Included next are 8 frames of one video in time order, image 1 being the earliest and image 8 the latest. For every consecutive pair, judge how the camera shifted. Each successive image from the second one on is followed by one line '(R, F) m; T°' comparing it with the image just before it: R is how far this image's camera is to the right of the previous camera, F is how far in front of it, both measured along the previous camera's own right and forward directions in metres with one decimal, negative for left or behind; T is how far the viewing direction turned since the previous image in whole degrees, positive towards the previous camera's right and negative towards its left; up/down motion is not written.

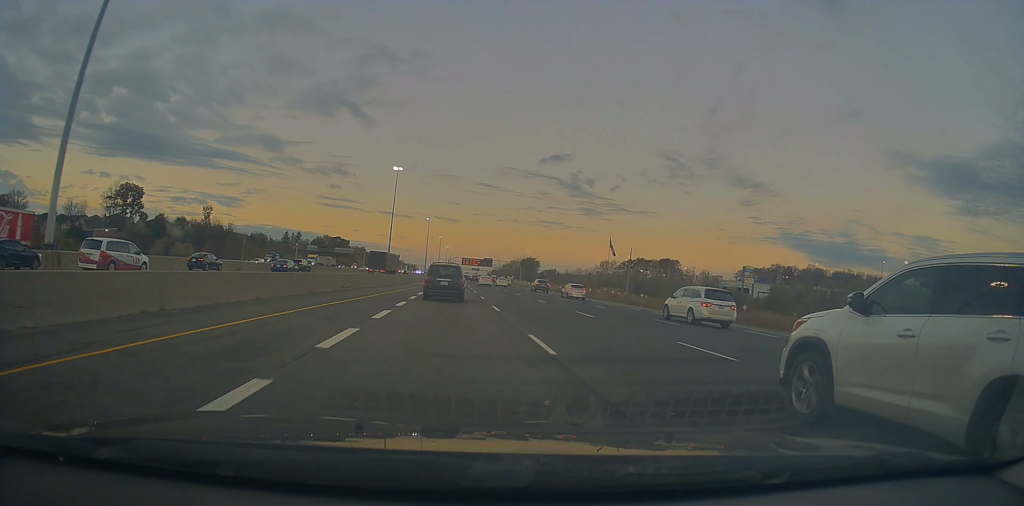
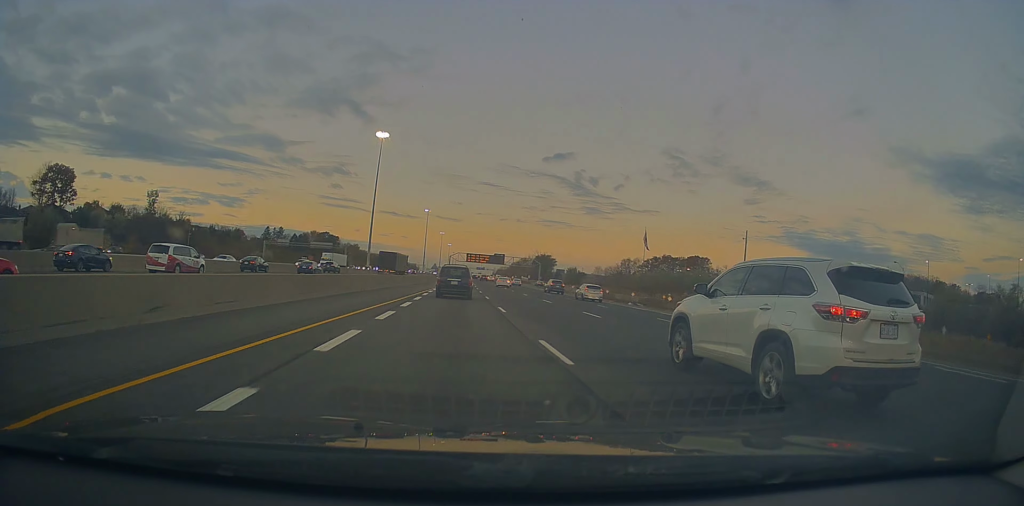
(-0.2, +47.9) m; -1°
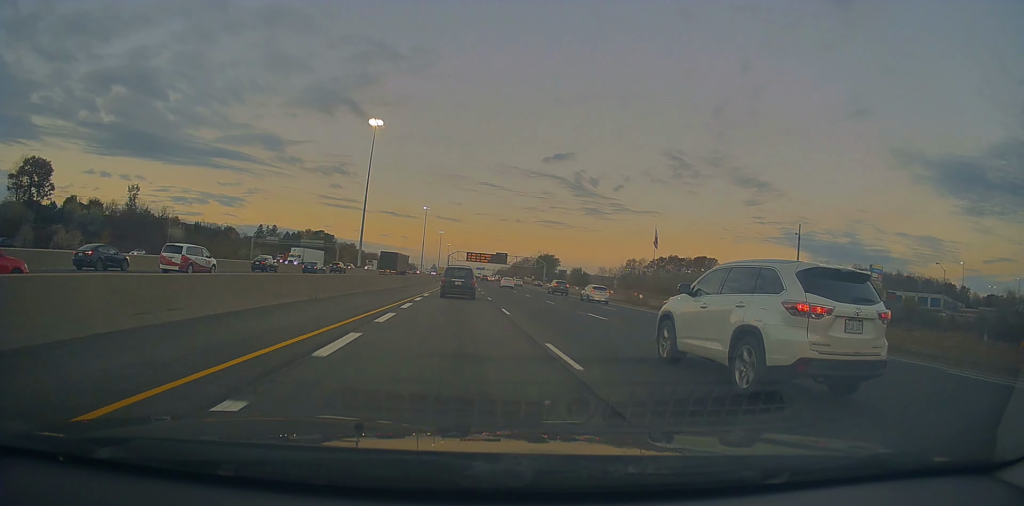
(-0.2, +12.6) m; 0°
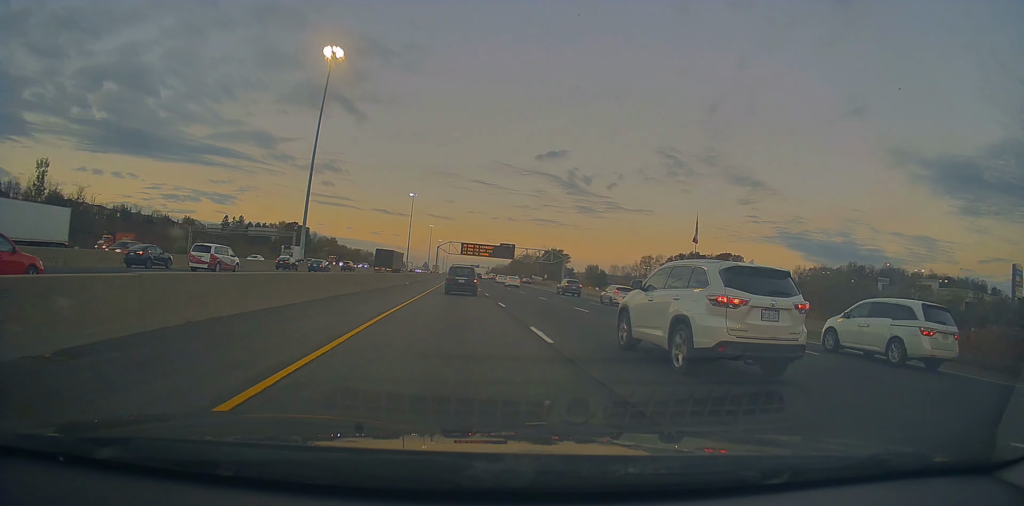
(+0.1, +44.7) m; 0°
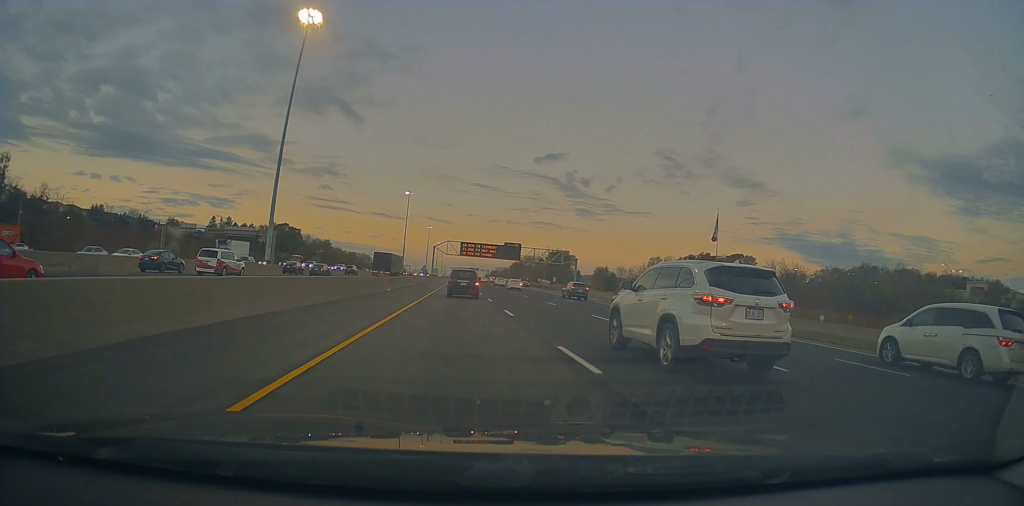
(-0.5, +15.7) m; +1°
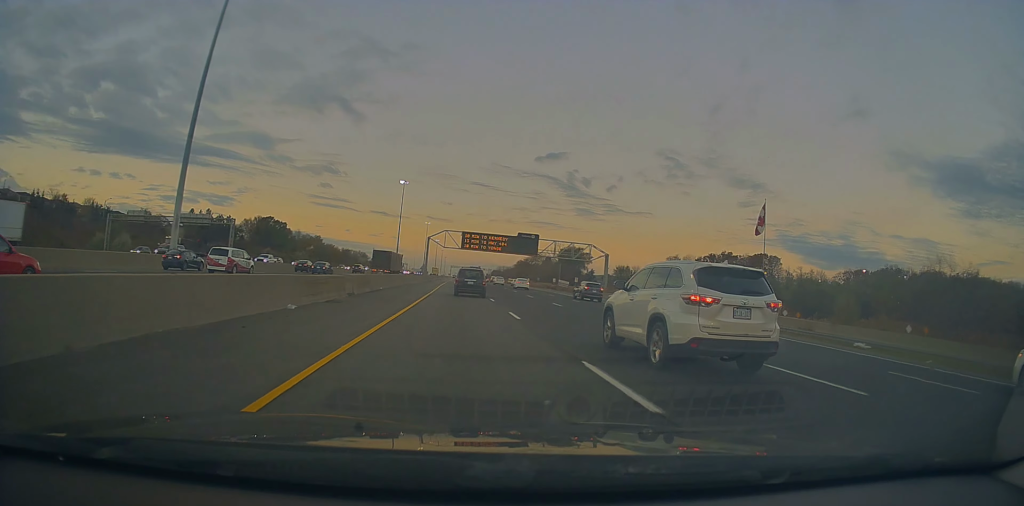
(+1.0, +26.2) m; +1°
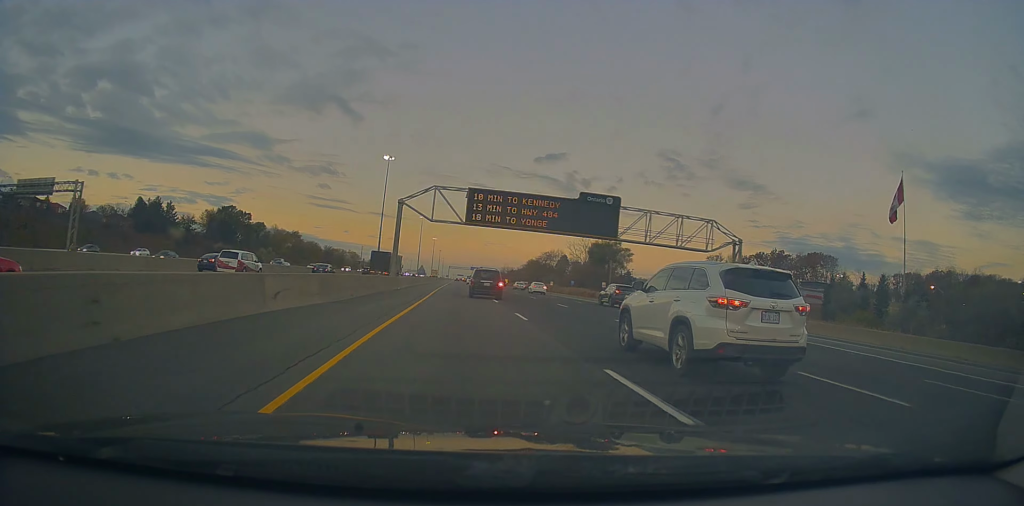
(-1.3, +49.3) m; -2°
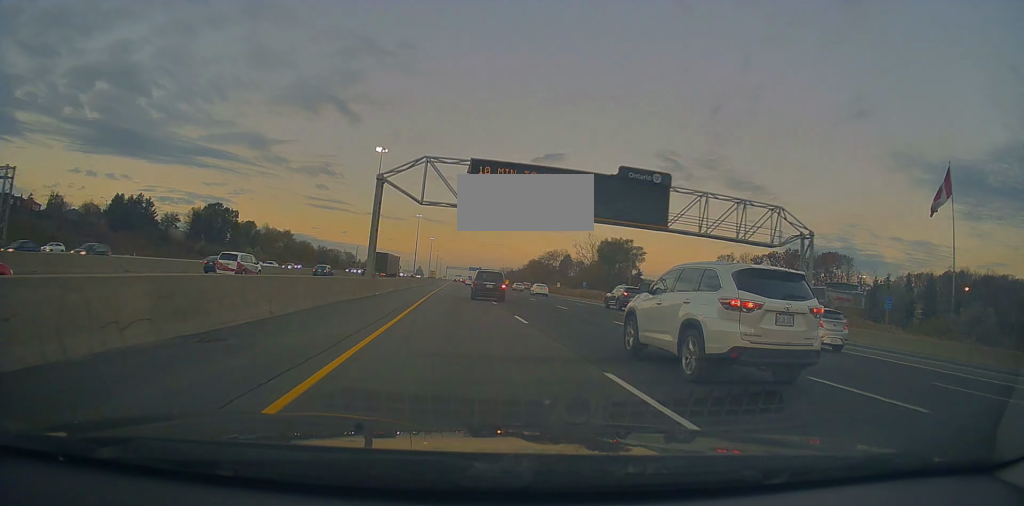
(-0.2, +12.4) m; 0°
